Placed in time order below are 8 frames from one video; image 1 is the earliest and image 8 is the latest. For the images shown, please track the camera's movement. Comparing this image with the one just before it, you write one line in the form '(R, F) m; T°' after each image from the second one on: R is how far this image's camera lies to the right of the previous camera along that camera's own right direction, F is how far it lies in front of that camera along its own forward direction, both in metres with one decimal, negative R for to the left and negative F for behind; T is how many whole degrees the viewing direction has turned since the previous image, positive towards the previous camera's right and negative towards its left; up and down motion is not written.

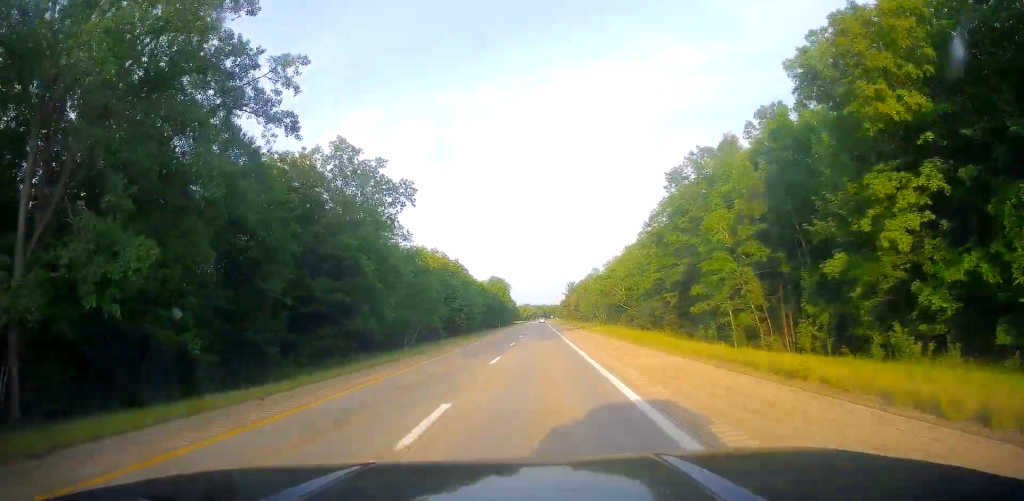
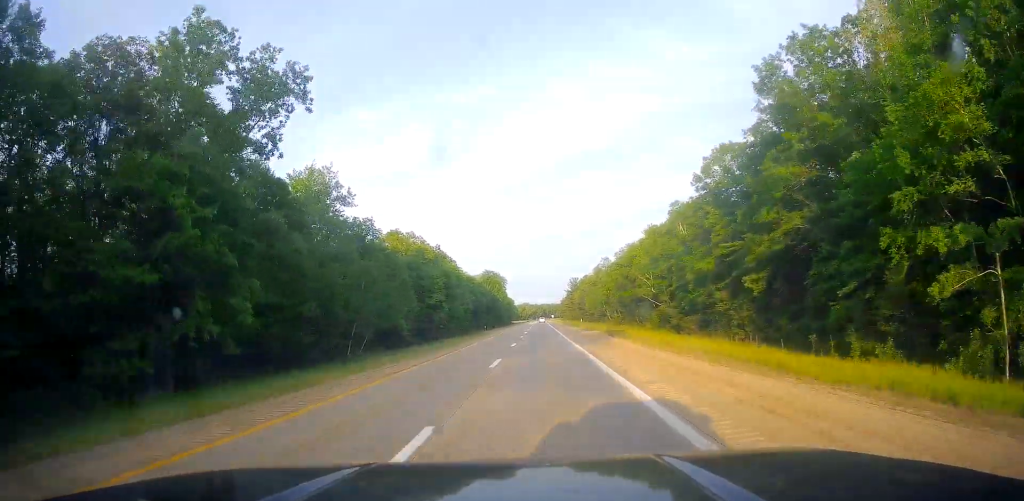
(-0.3, +32.3) m; 0°
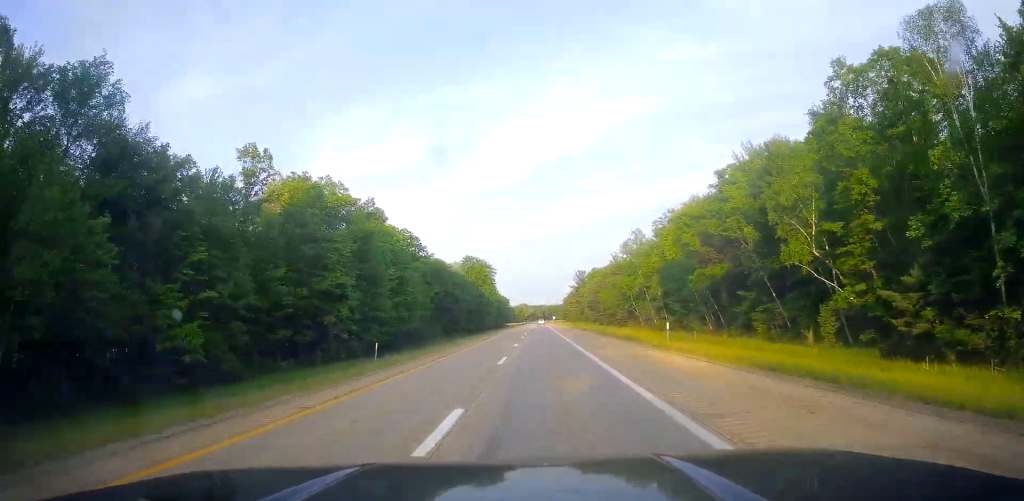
(-0.2, +58.8) m; 0°
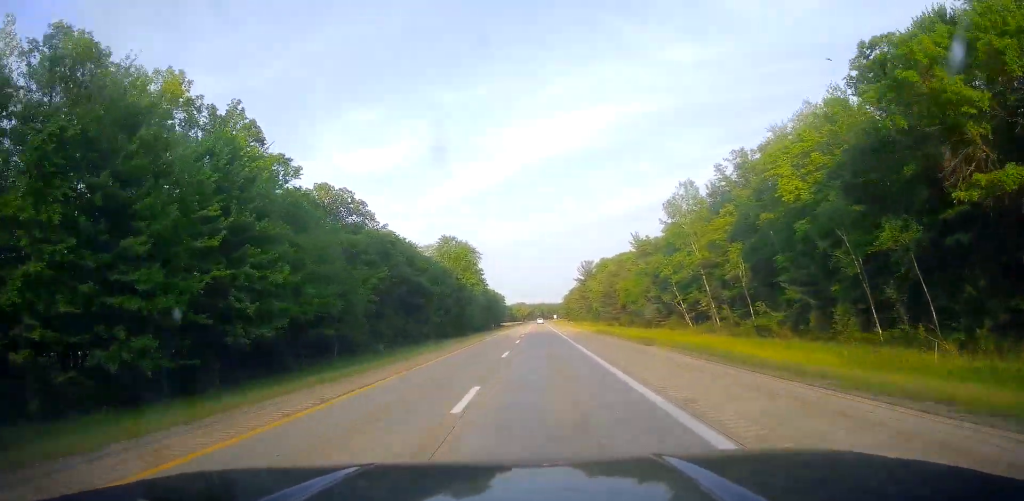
(+0.3, +41.9) m; 0°
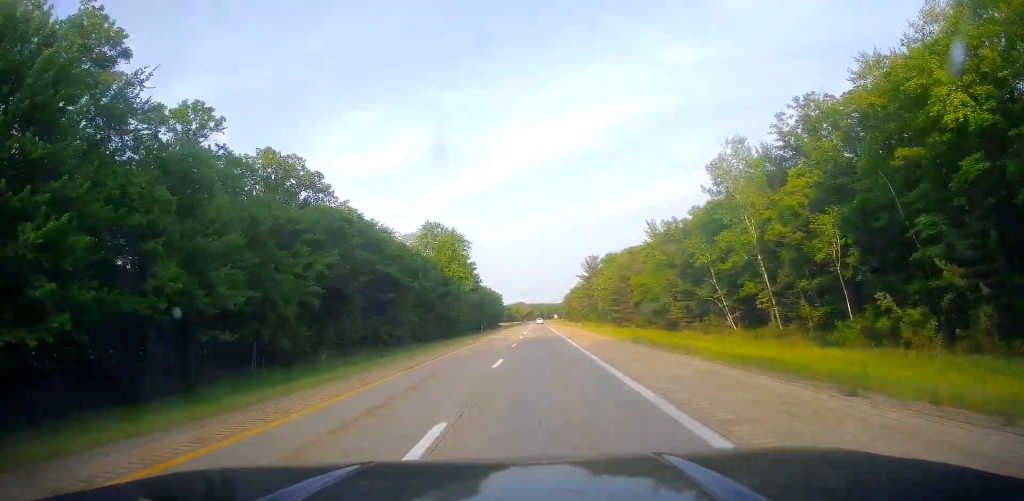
(-0.3, +20.3) m; 0°
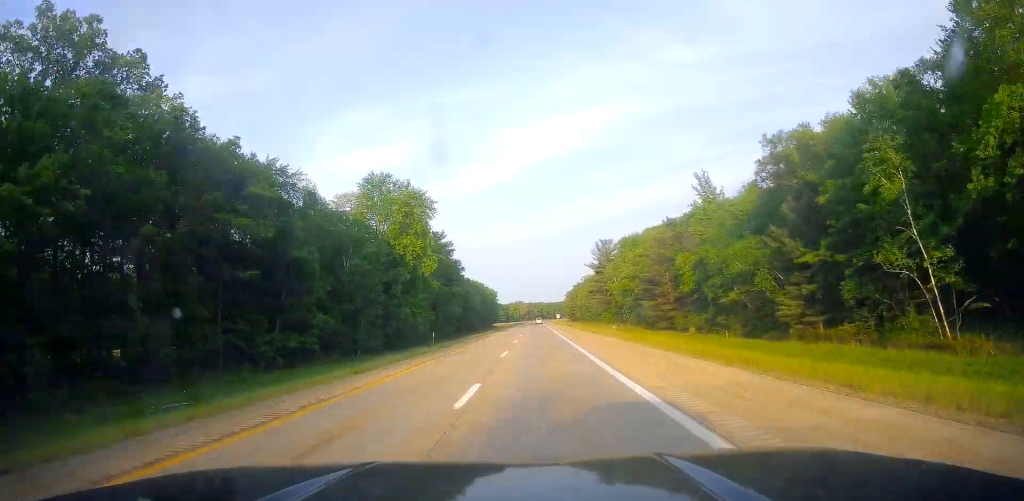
(+0.5, +39.4) m; +1°
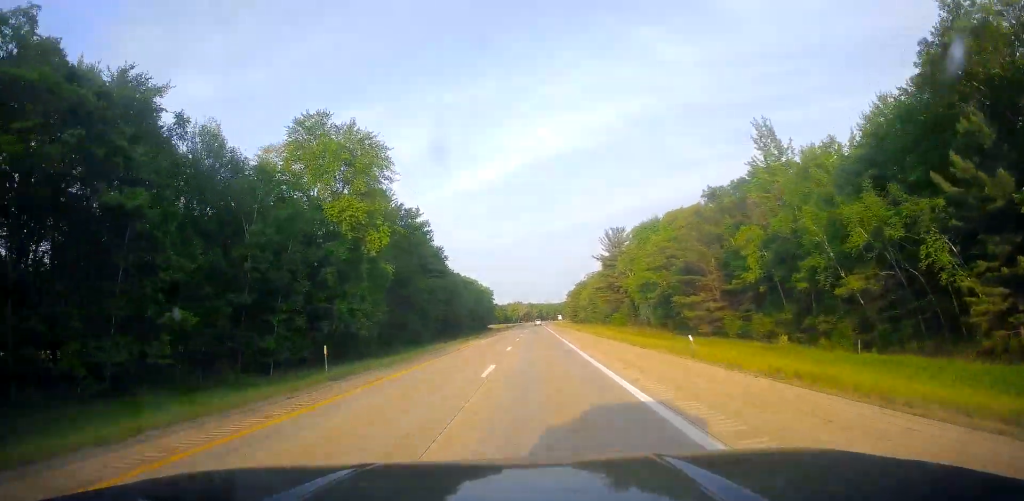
(0.0, +23.9) m; -1°
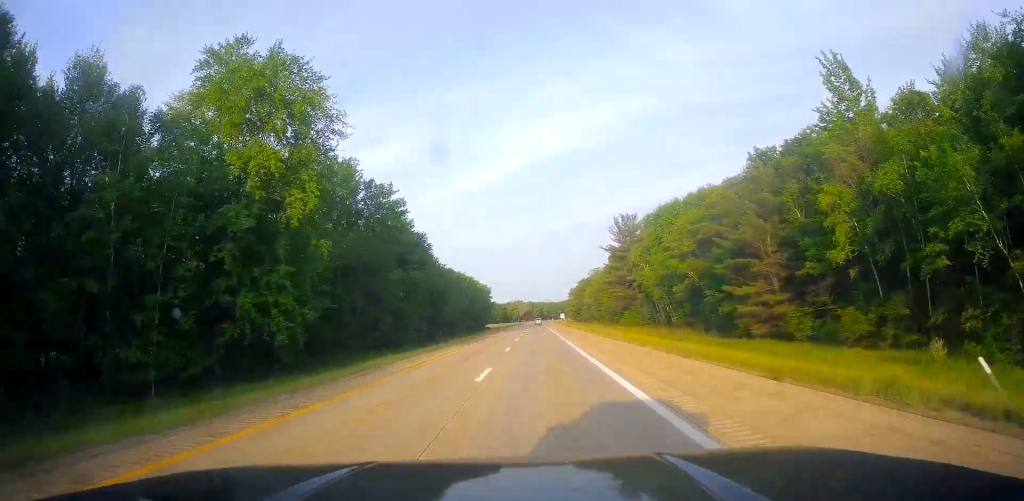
(+0.1, +16.7) m; 0°
